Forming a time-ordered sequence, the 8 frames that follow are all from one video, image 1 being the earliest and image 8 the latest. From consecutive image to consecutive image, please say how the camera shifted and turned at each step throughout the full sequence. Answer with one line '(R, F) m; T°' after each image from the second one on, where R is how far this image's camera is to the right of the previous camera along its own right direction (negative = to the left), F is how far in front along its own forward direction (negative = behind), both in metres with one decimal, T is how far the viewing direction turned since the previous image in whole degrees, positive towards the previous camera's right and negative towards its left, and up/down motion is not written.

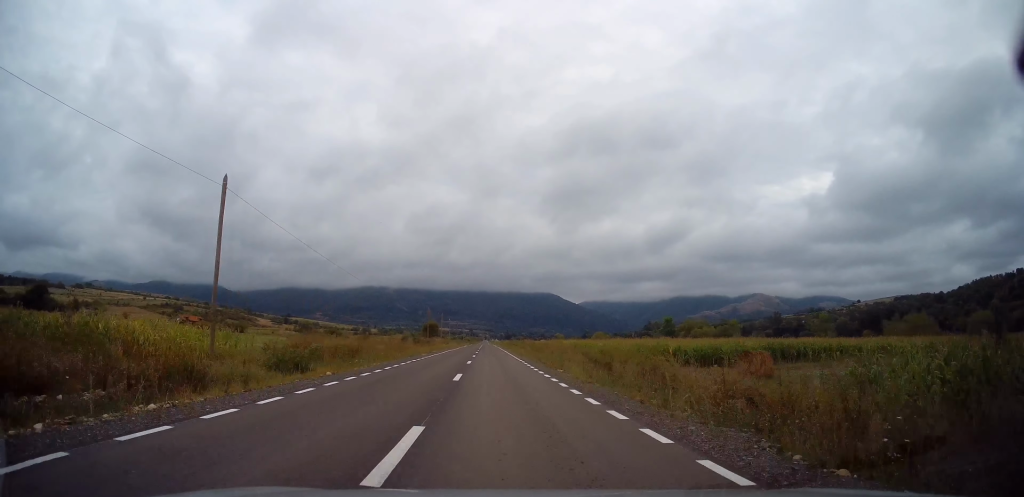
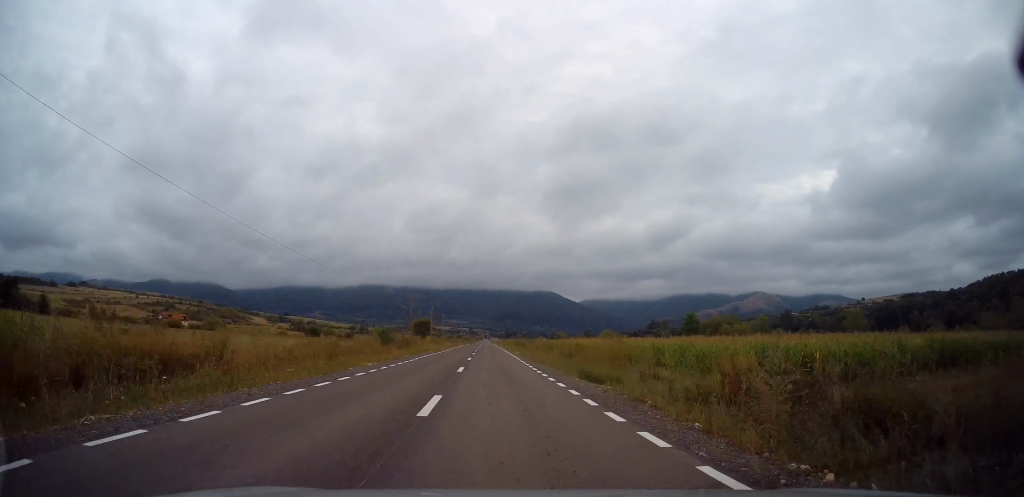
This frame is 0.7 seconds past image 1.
(0.0, +18.8) m; 0°
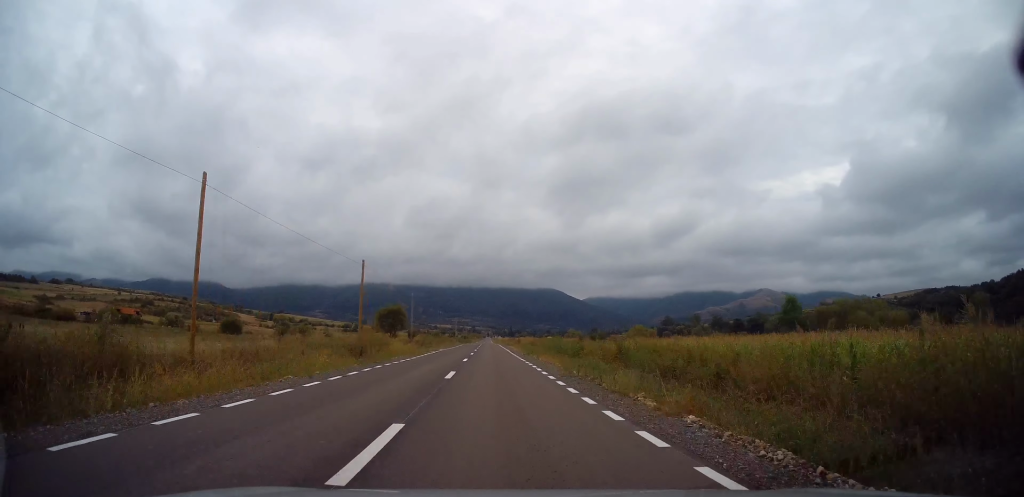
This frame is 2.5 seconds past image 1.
(+0.7, +49.5) m; +1°
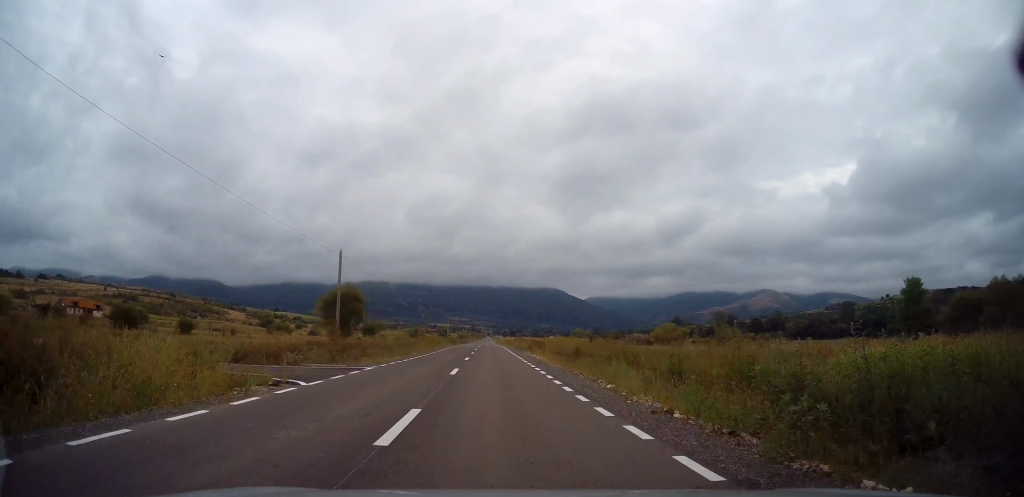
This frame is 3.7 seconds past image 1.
(-0.3, +32.6) m; 0°
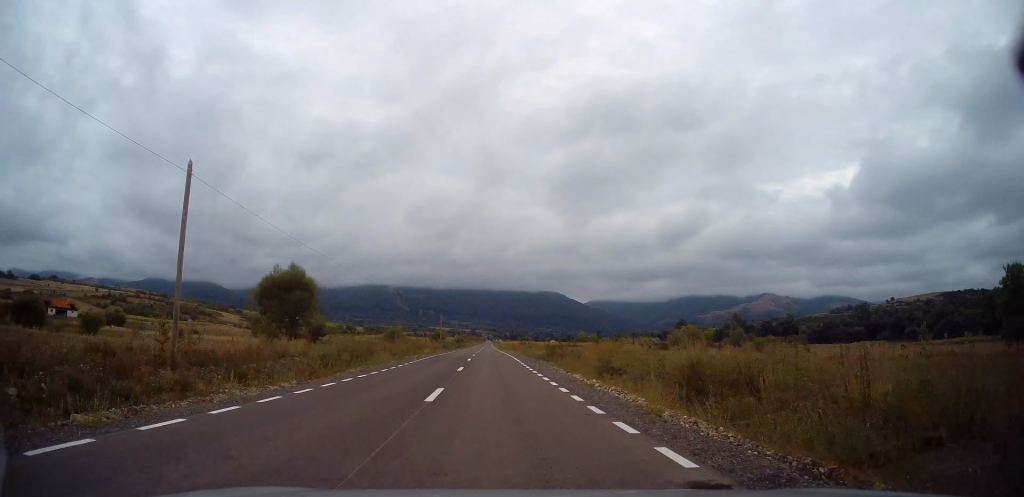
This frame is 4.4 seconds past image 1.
(+0.3, +18.1) m; 0°
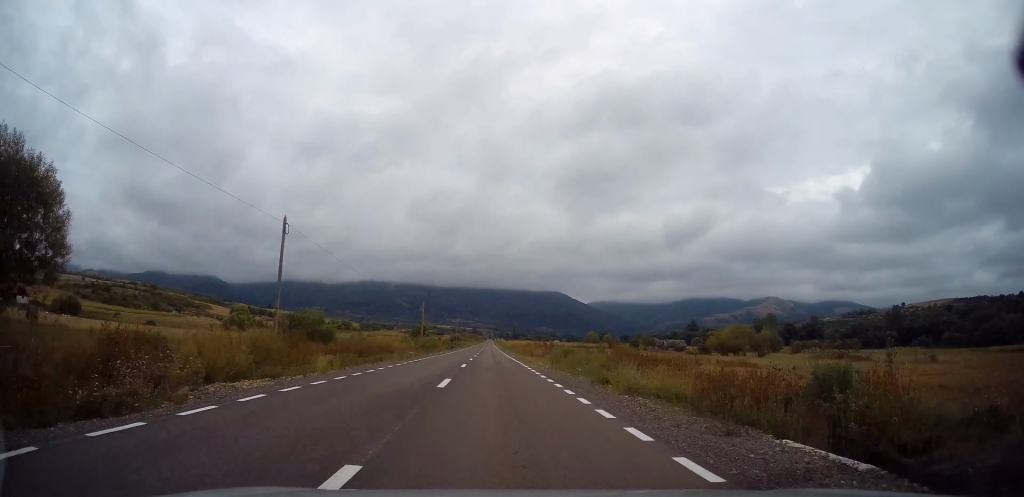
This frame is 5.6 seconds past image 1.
(-0.6, +31.7) m; -1°
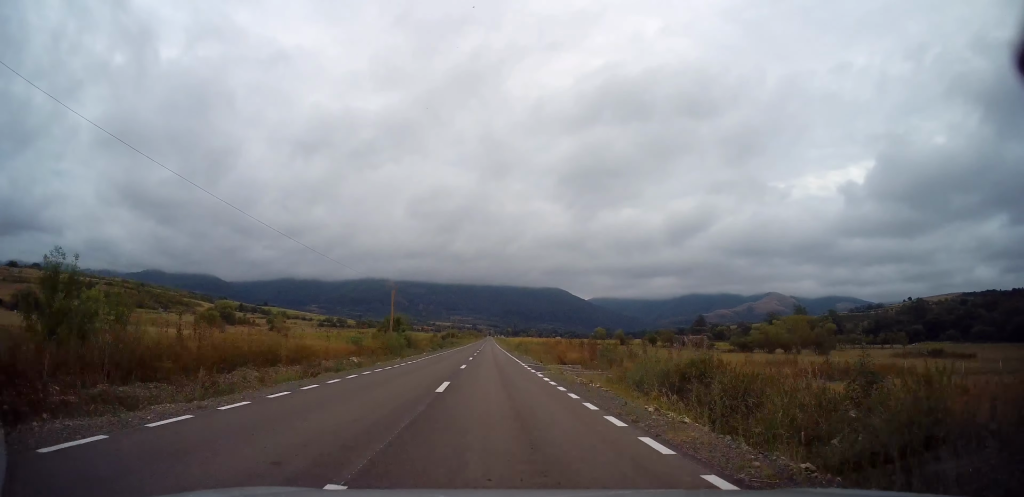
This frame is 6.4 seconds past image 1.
(+0.2, +23.5) m; 0°
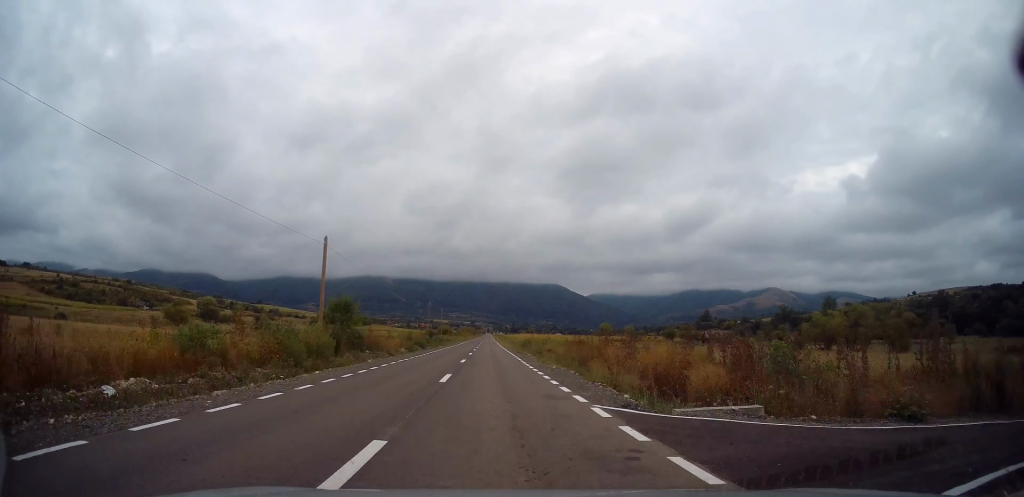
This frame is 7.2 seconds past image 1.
(+0.1, +20.8) m; 0°
